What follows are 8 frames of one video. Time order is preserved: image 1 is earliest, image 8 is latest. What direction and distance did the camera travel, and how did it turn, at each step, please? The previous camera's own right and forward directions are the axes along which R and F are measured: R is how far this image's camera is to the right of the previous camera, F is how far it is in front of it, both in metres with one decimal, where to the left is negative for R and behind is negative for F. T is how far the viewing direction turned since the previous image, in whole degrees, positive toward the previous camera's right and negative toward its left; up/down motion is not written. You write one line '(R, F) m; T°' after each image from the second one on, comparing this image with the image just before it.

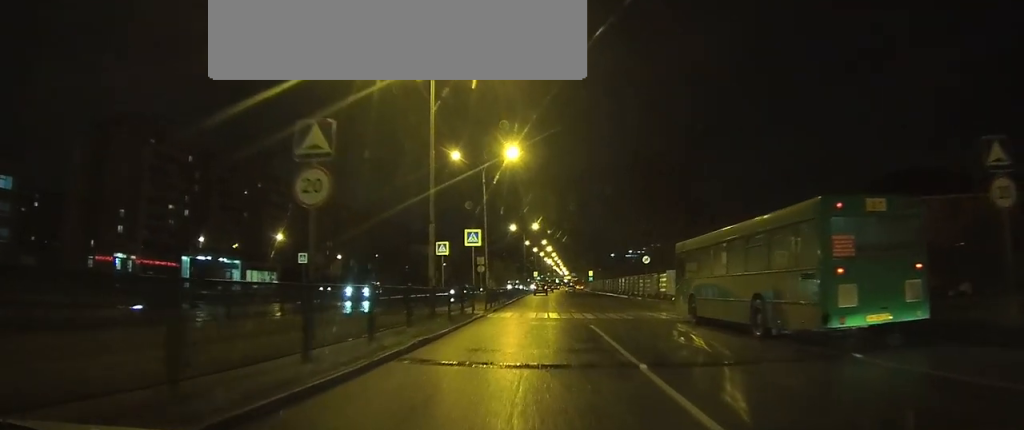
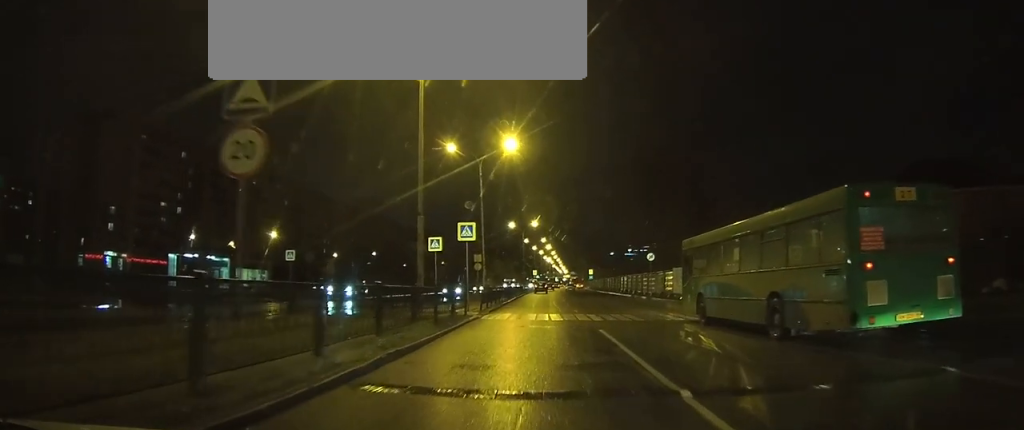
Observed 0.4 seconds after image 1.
(0.0, +2.3) m; 0°
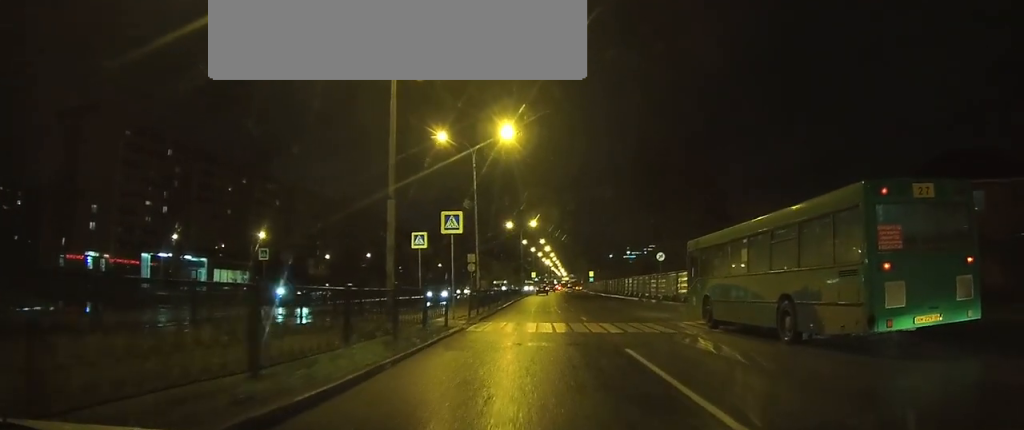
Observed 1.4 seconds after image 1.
(0.0, +4.7) m; 0°
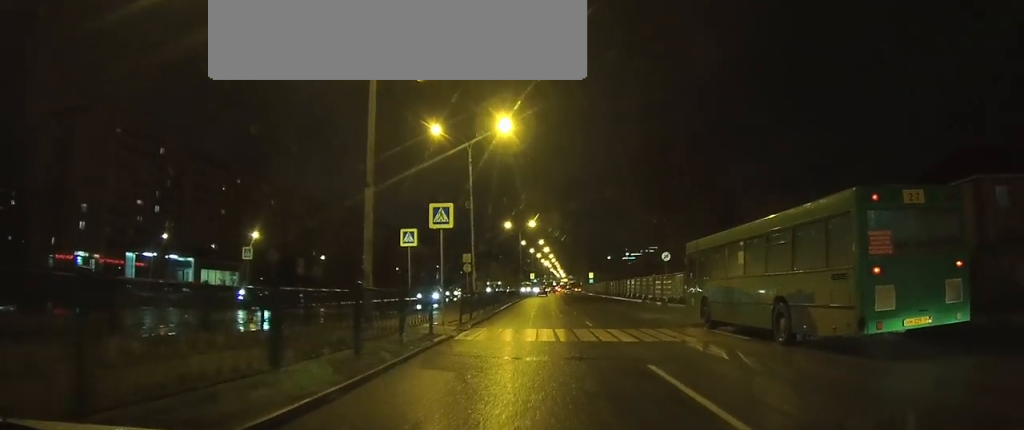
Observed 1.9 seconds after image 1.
(0.0, +2.7) m; 0°
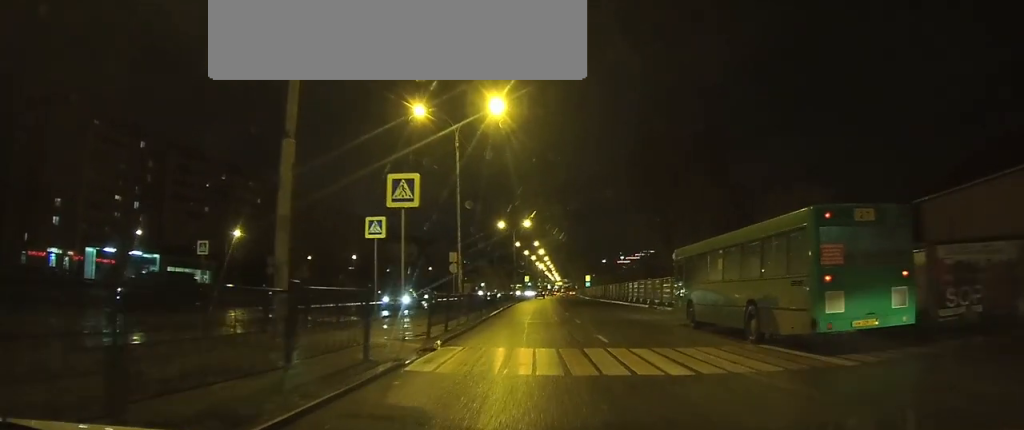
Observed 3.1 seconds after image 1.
(+0.1, +6.4) m; +1°
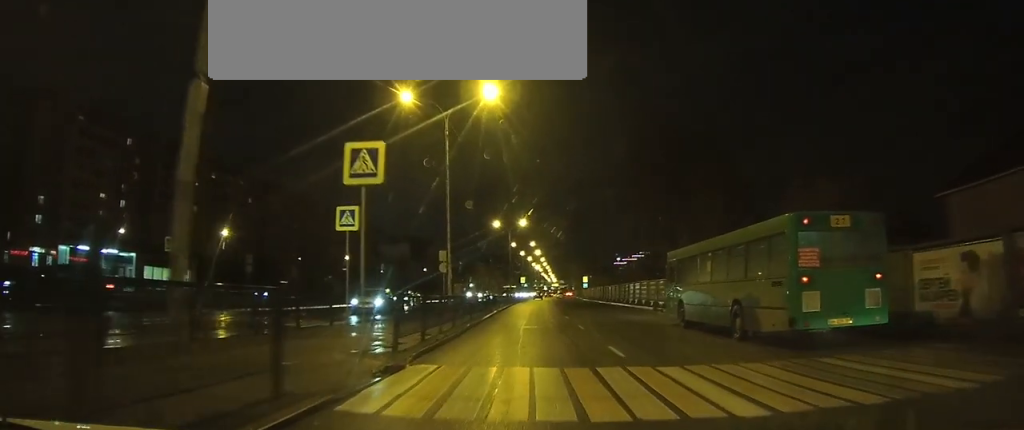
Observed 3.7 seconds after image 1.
(0.0, +3.7) m; 0°
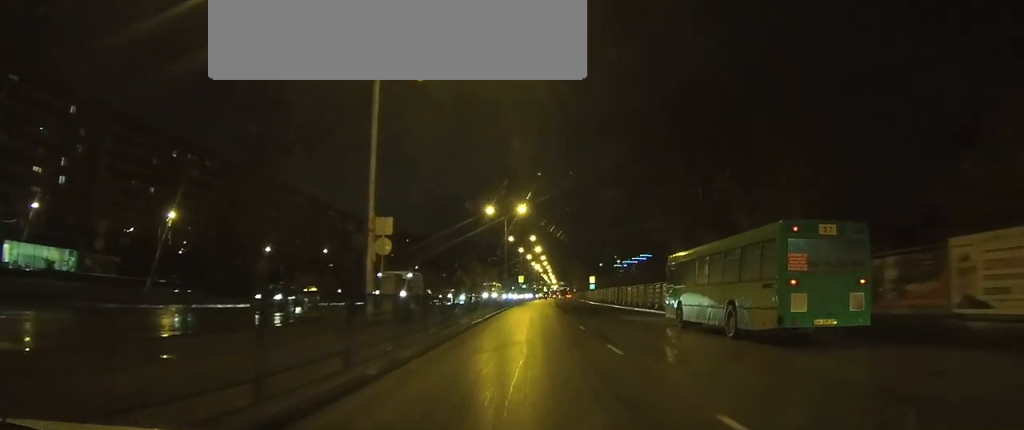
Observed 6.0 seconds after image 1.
(0.0, +16.4) m; 0°
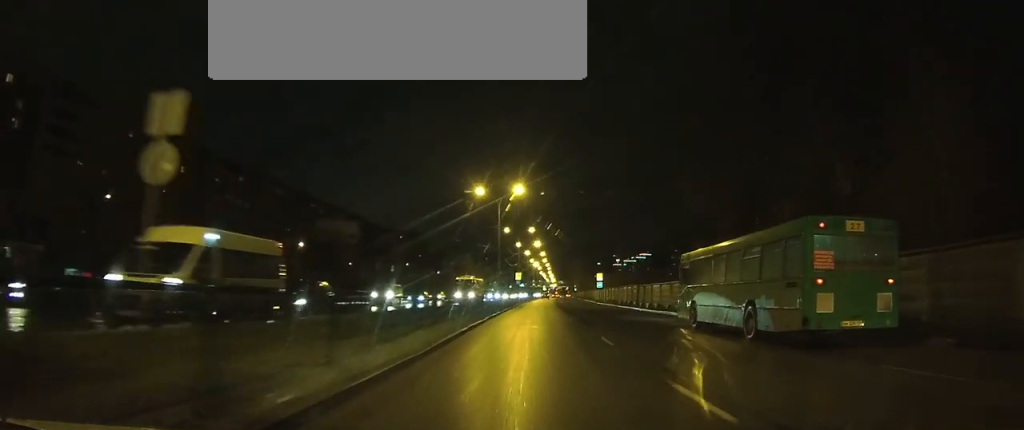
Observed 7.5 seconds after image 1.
(0.0, +12.7) m; 0°
